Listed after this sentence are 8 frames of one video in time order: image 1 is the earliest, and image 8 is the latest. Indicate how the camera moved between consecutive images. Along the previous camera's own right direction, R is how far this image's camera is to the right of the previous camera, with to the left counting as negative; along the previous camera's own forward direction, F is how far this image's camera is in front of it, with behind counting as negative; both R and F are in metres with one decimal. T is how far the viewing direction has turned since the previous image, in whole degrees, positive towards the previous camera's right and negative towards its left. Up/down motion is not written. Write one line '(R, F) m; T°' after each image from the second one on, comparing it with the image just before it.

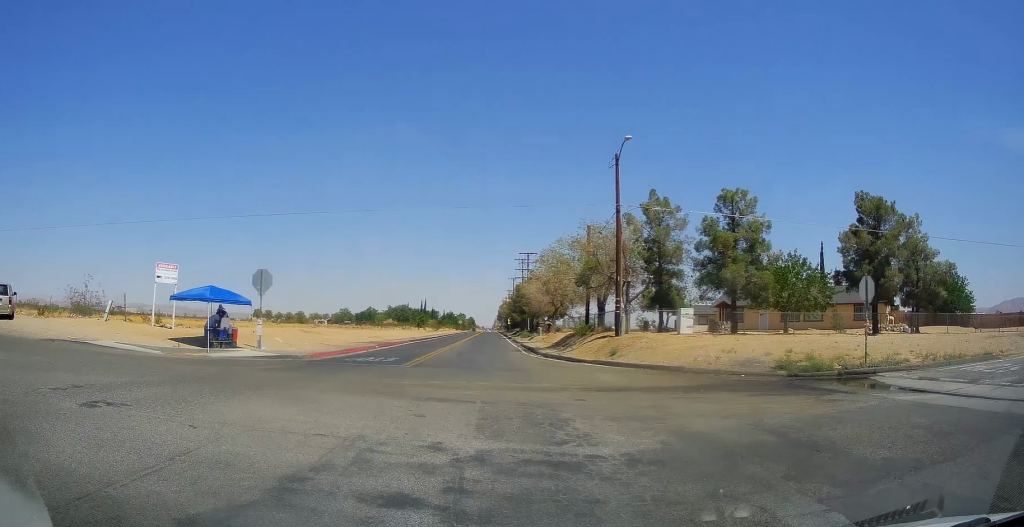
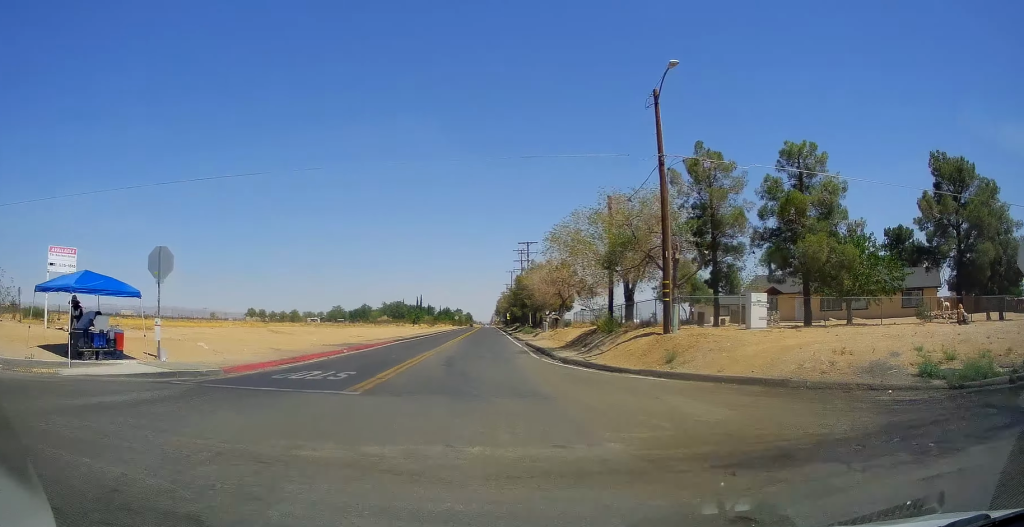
(-0.1, +6.8) m; 0°
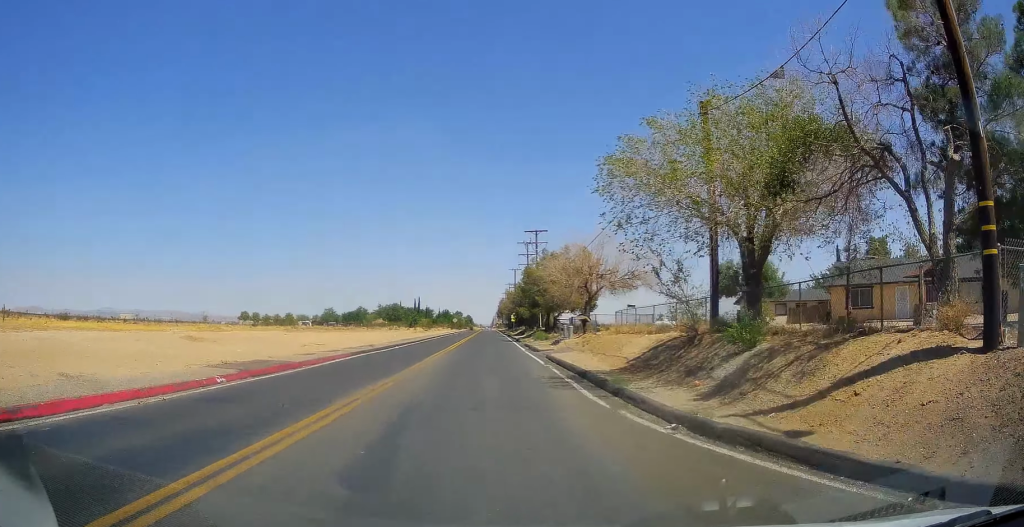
(+0.5, +12.2) m; +2°
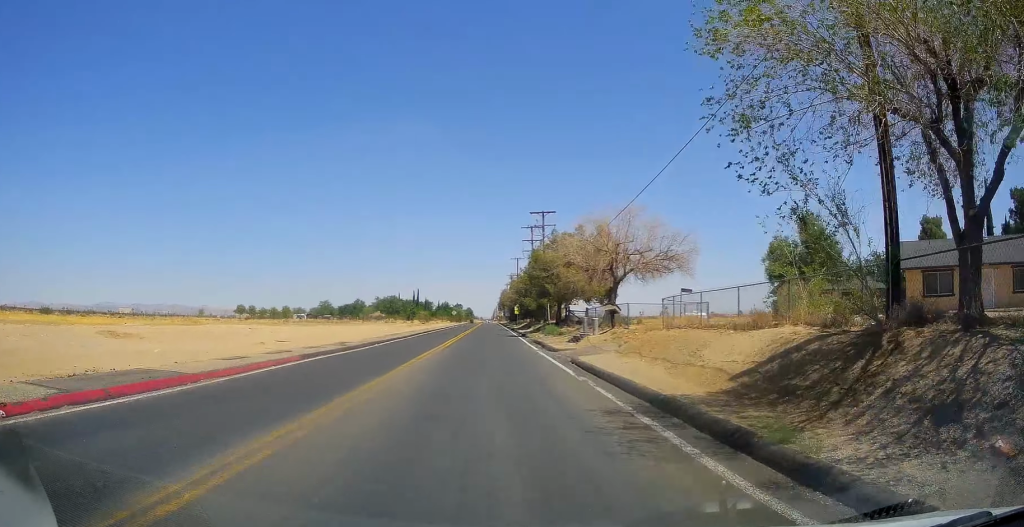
(0.0, +6.9) m; 0°
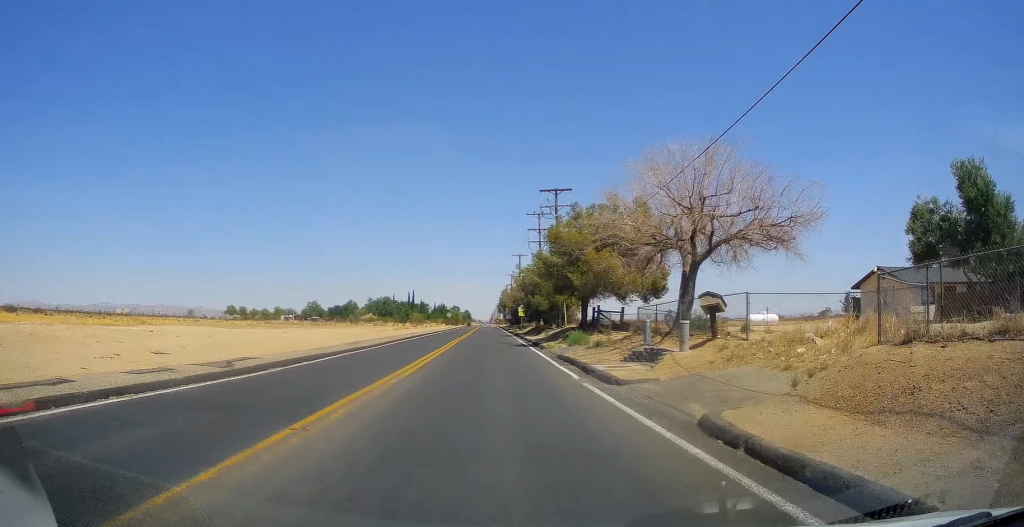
(0.0, +12.8) m; 0°
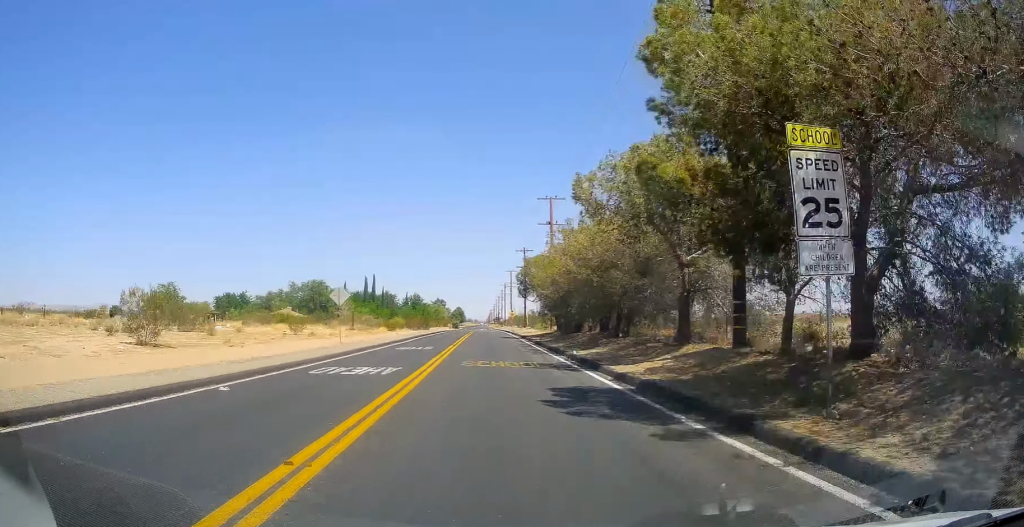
(0.0, +102.8) m; 0°
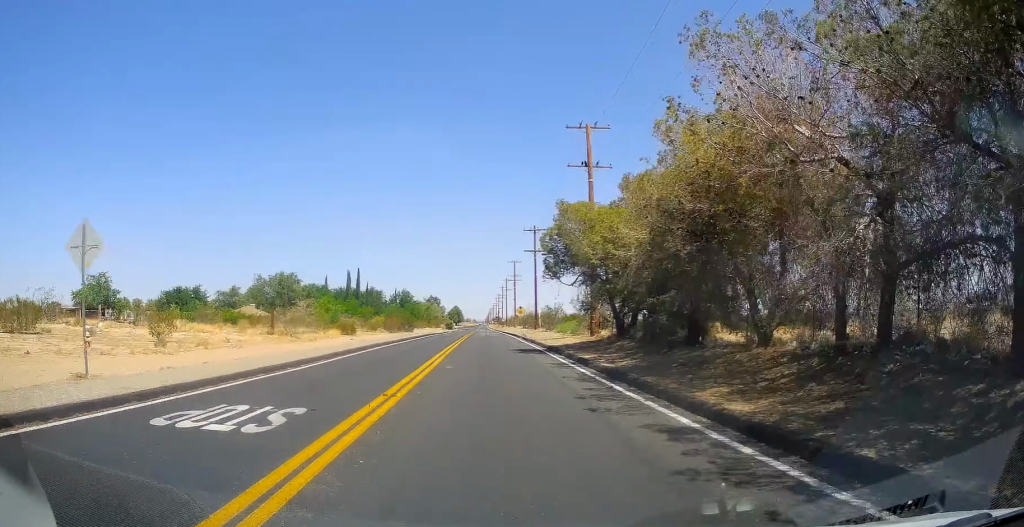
(0.0, +23.8) m; 0°
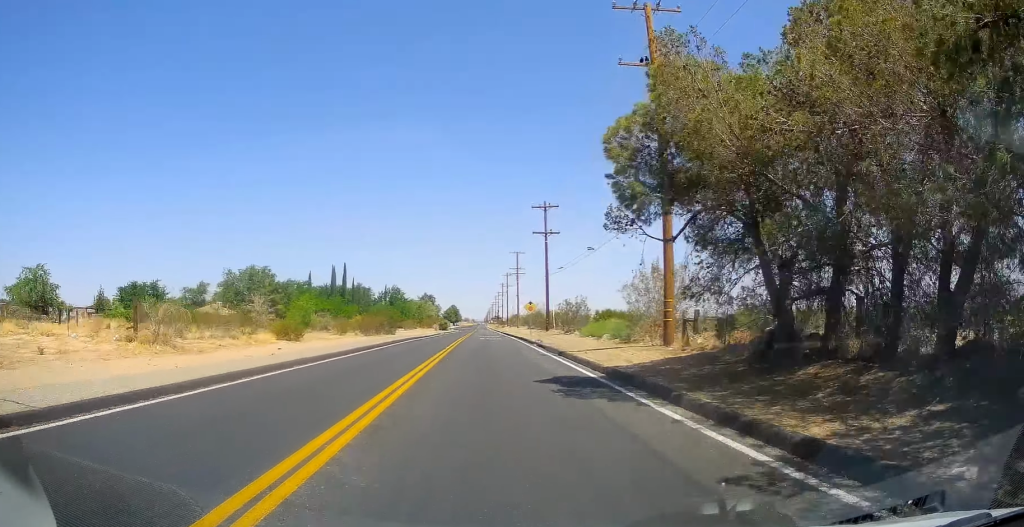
(0.0, +16.3) m; 0°
